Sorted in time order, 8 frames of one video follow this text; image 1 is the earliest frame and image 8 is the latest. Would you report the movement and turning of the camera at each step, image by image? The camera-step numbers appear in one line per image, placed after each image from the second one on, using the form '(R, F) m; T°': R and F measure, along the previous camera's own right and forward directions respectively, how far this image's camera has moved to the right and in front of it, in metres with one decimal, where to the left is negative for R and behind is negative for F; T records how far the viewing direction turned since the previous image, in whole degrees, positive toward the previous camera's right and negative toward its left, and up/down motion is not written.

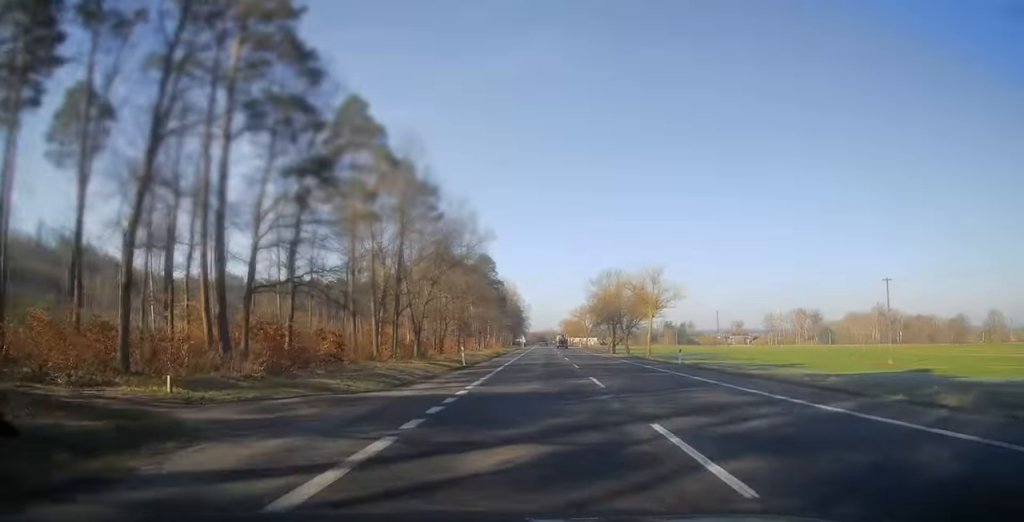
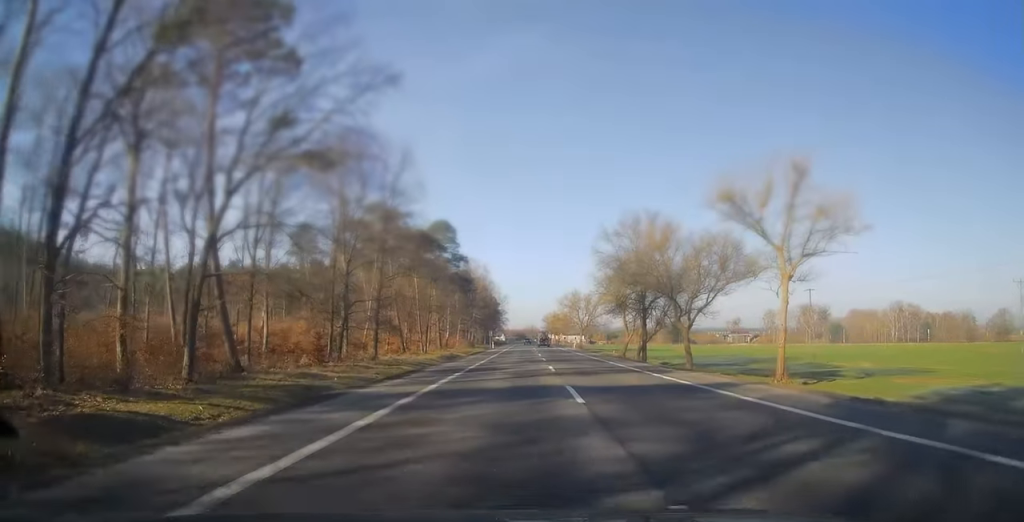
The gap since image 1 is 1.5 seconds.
(+0.5, +40.6) m; +1°
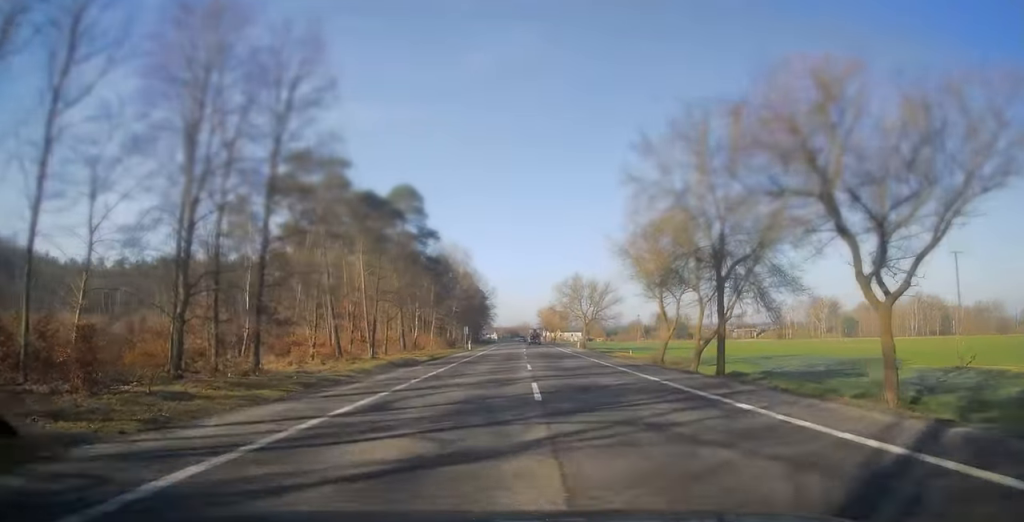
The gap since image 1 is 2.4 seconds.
(+0.1, +24.1) m; 0°
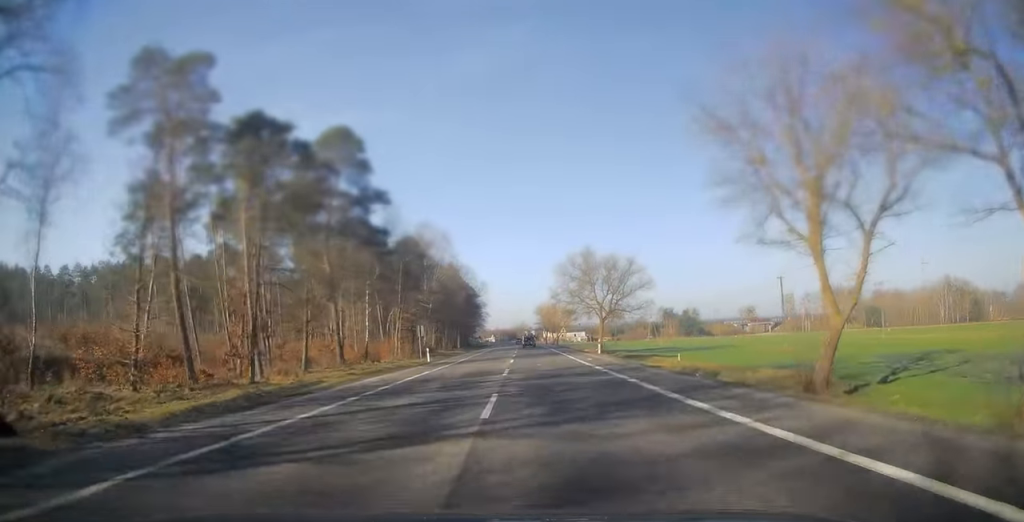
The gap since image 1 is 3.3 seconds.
(0.0, +25.6) m; -1°
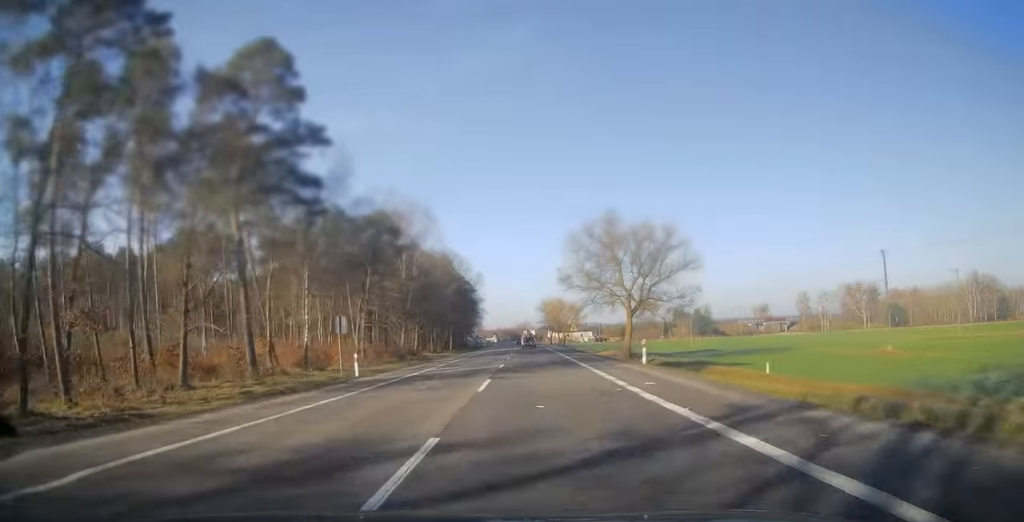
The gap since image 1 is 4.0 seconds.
(-0.1, +18.2) m; -1°
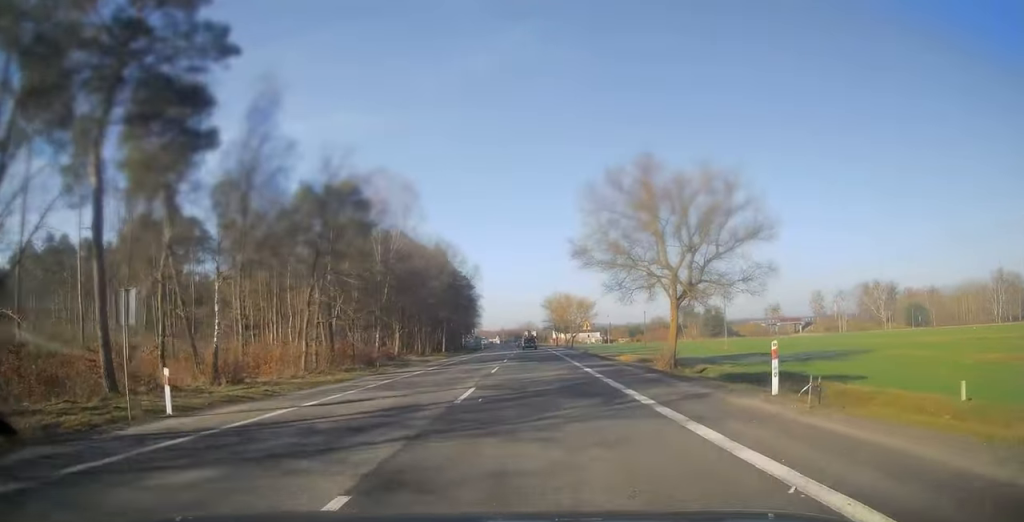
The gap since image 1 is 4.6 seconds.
(-0.2, +14.7) m; 0°
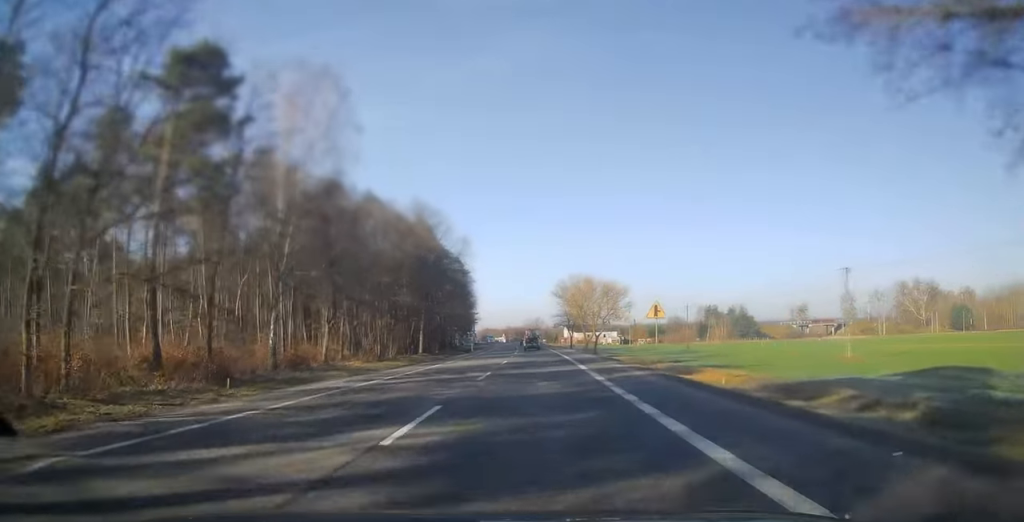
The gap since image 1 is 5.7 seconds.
(+0.2, +28.9) m; 0°
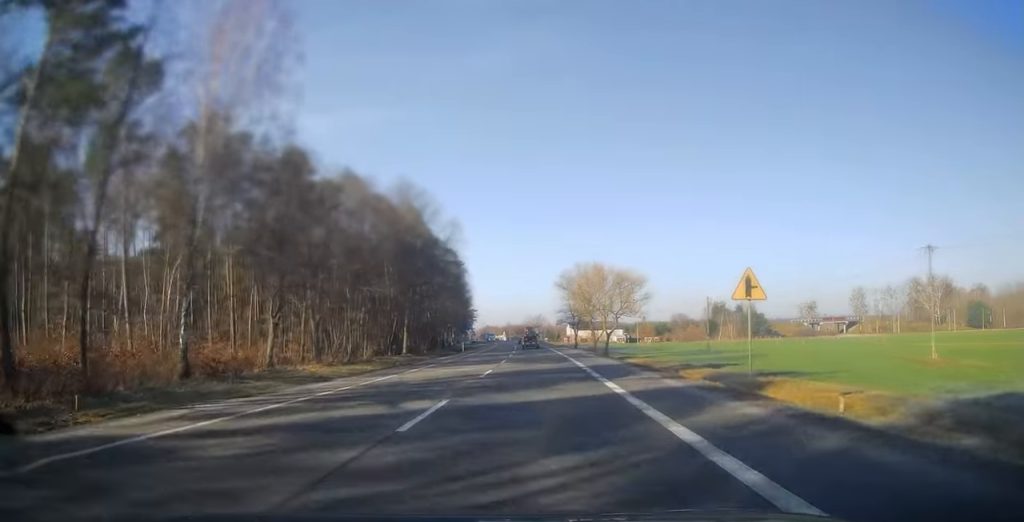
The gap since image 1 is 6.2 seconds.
(0.0, +10.6) m; -1°
